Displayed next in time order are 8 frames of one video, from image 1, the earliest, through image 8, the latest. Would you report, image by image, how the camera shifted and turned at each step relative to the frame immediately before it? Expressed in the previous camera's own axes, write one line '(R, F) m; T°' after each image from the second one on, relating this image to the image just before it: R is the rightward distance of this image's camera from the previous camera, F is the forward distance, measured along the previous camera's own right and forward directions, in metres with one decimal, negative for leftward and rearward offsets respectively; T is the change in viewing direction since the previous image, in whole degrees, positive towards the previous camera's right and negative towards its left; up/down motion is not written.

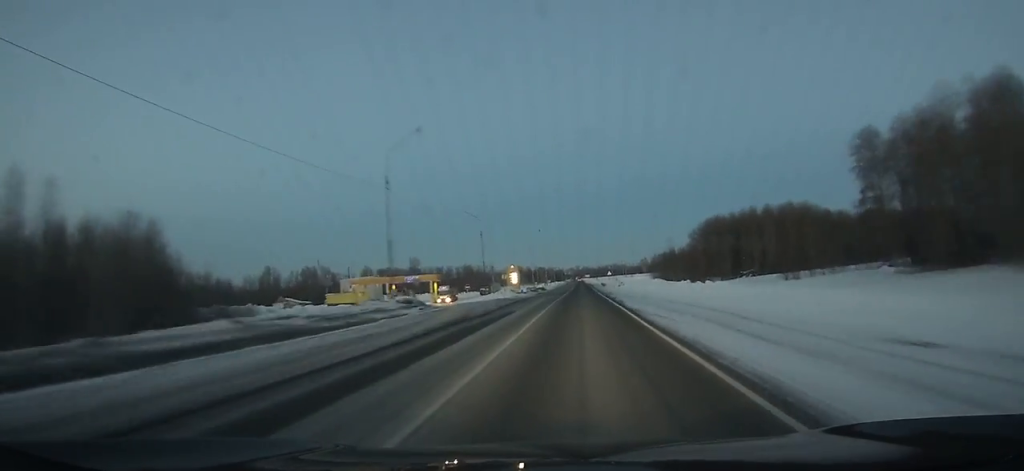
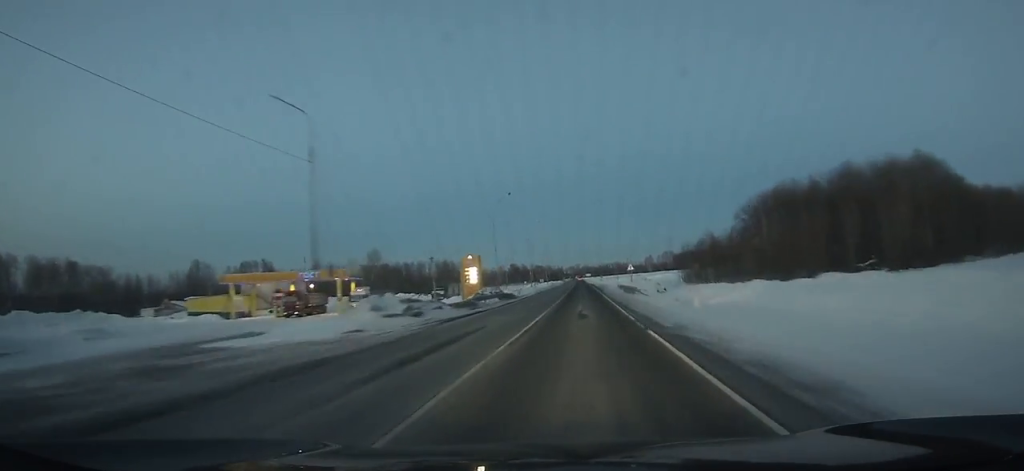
(+0.1, +51.4) m; 0°
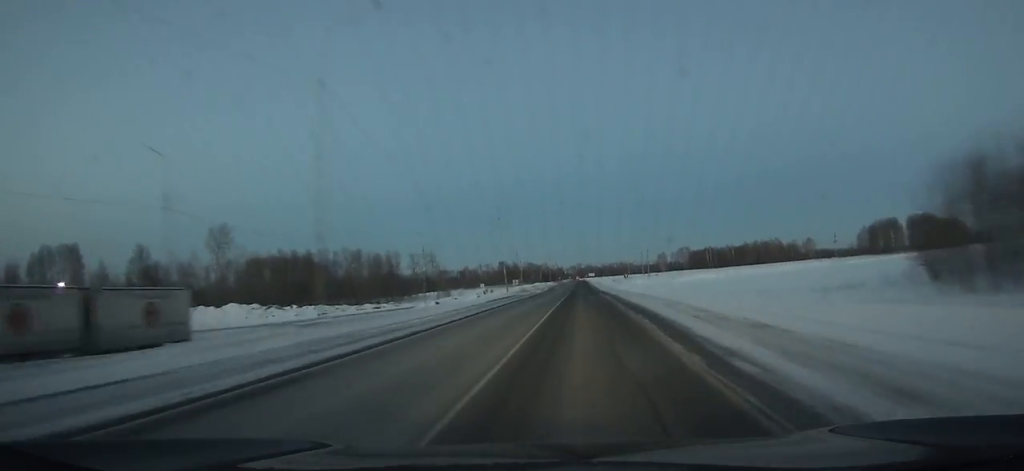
(-0.2, +91.8) m; 0°
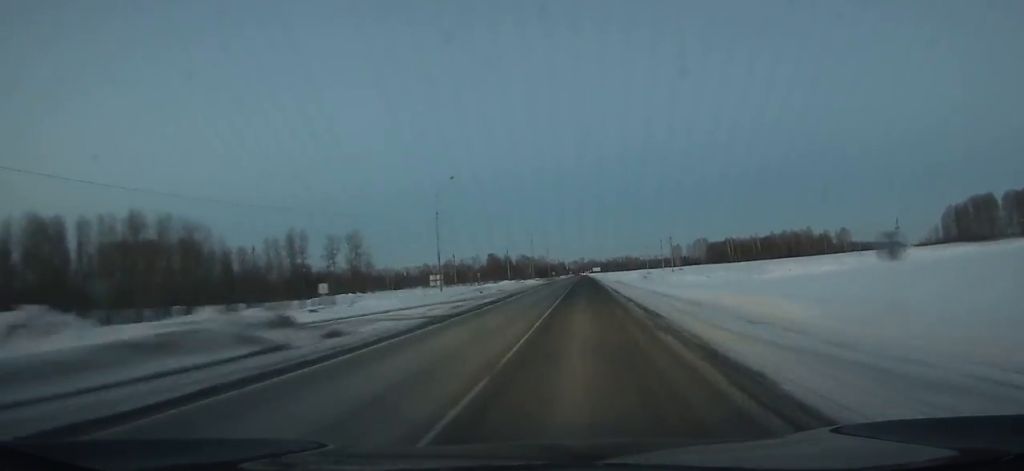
(+0.1, +72.8) m; 0°
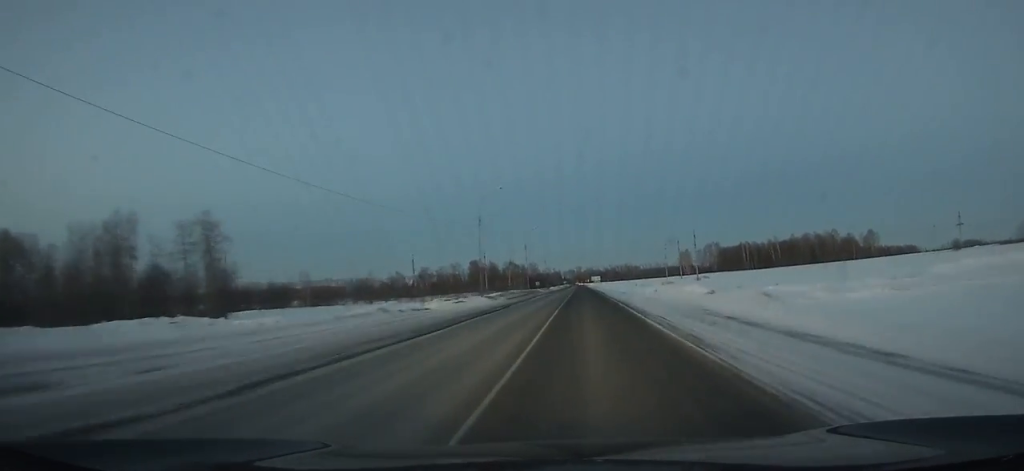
(+0.1, +56.5) m; 0°
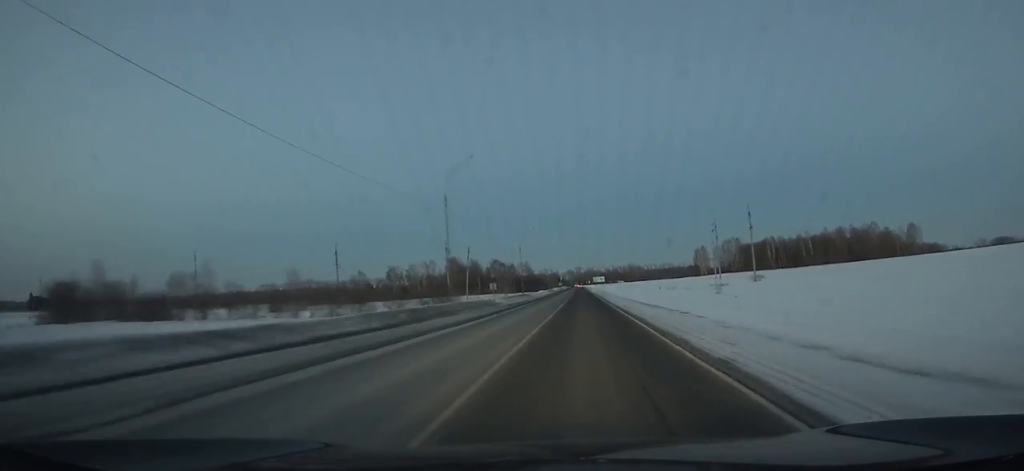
(+0.1, +61.7) m; 0°
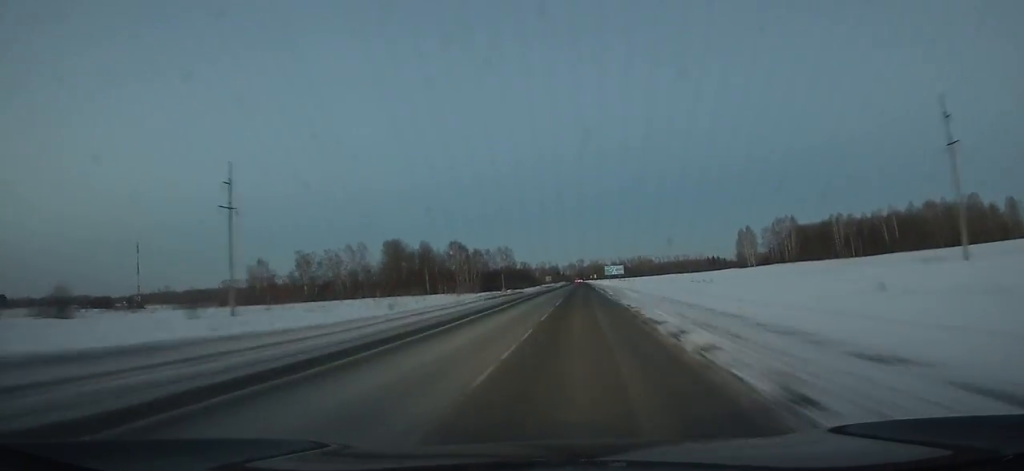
(-0.2, +100.9) m; 0°
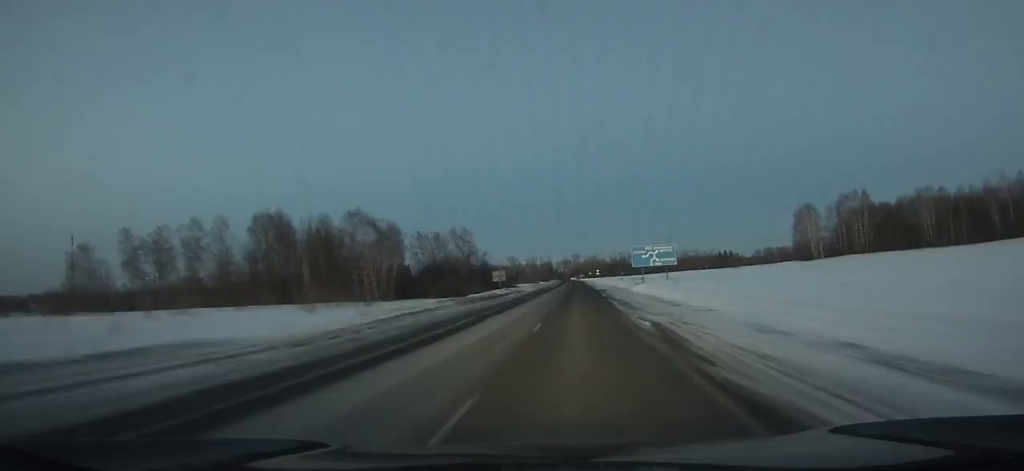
(-0.2, +83.3) m; 0°
